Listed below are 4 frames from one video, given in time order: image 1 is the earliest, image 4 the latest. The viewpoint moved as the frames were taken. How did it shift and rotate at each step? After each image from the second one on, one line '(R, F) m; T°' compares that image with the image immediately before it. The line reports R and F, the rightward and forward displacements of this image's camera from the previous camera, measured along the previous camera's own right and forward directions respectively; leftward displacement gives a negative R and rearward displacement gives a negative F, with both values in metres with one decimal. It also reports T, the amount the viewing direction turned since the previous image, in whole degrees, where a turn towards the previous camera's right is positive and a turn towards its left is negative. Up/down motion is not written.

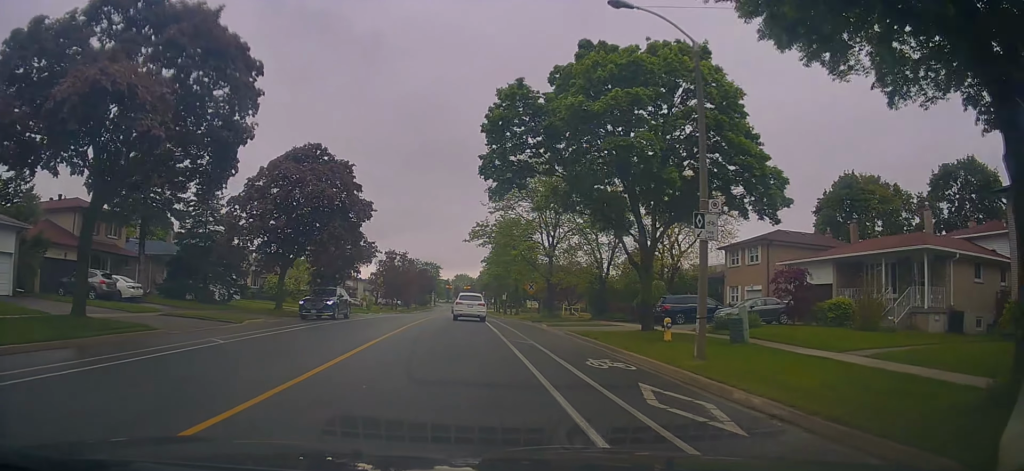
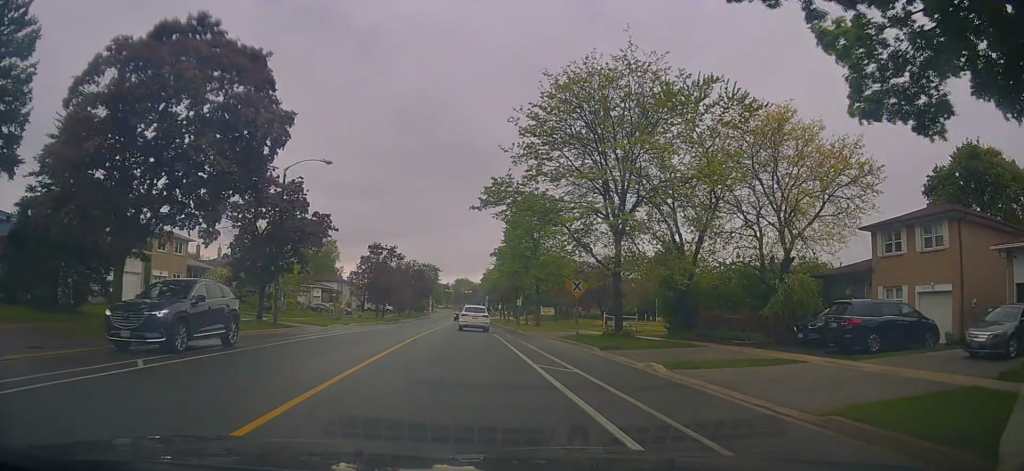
(+0.4, +16.8) m; +2°
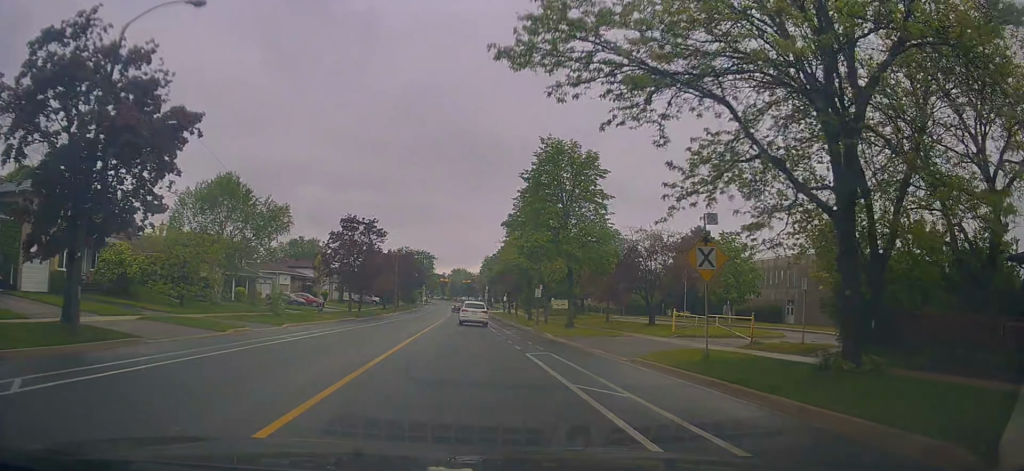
(0.0, +15.2) m; -1°
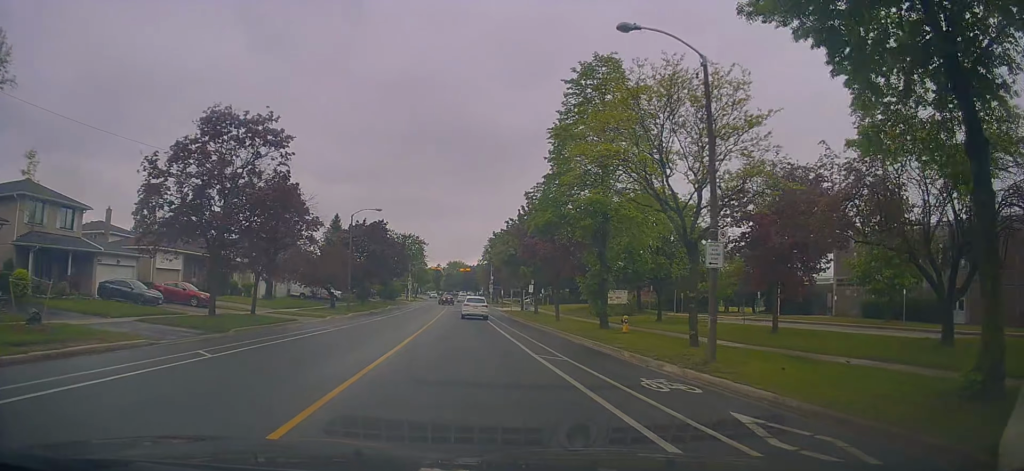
(-0.7, +30.2) m; -2°
